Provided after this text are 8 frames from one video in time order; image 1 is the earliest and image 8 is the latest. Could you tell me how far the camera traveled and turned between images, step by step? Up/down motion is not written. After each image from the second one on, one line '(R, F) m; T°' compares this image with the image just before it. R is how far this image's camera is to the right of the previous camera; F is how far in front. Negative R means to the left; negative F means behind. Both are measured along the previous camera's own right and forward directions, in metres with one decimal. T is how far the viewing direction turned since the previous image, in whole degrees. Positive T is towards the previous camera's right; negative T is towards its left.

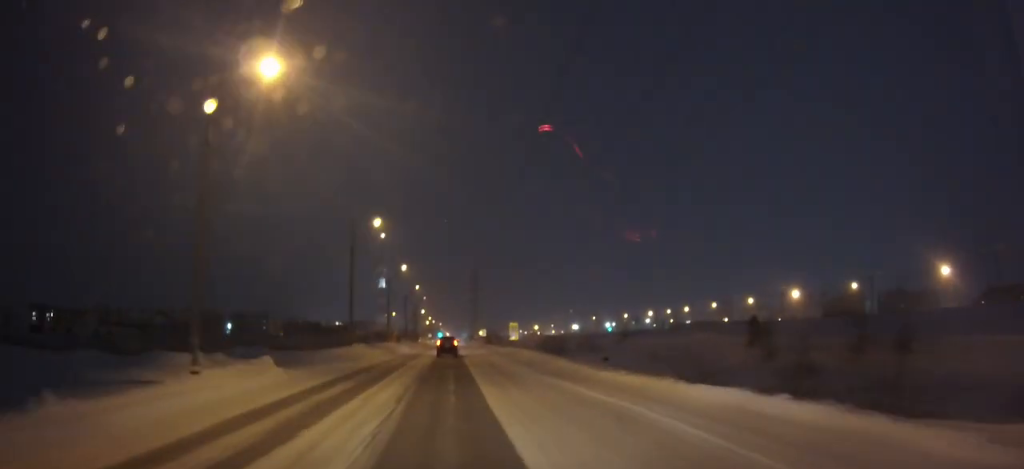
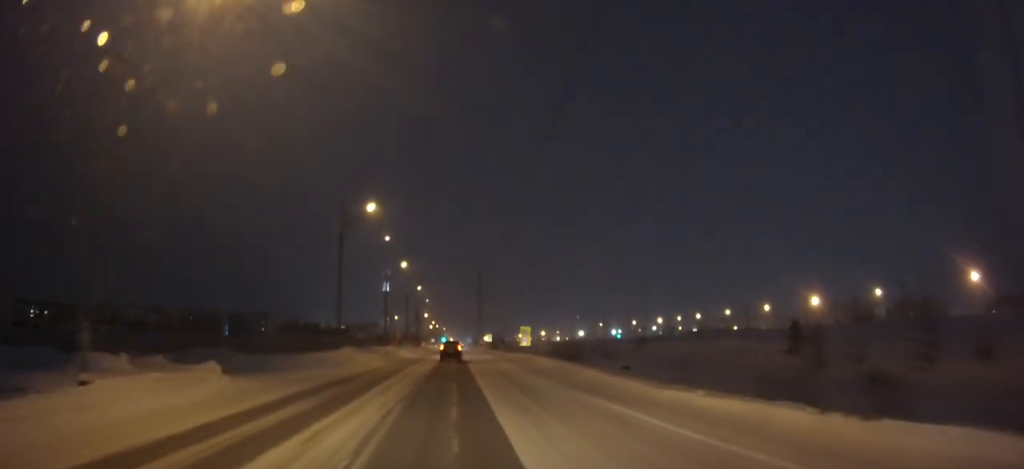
(0.0, +7.3) m; 0°
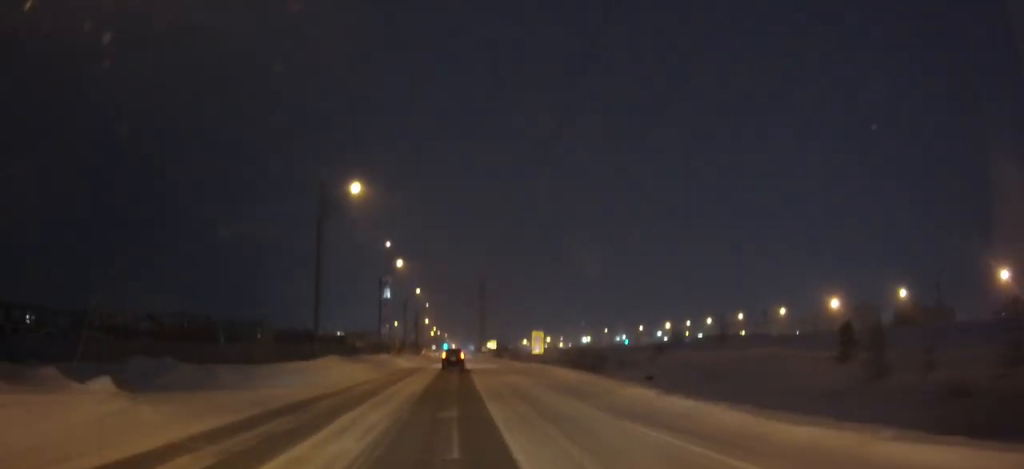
(0.0, +7.8) m; 0°
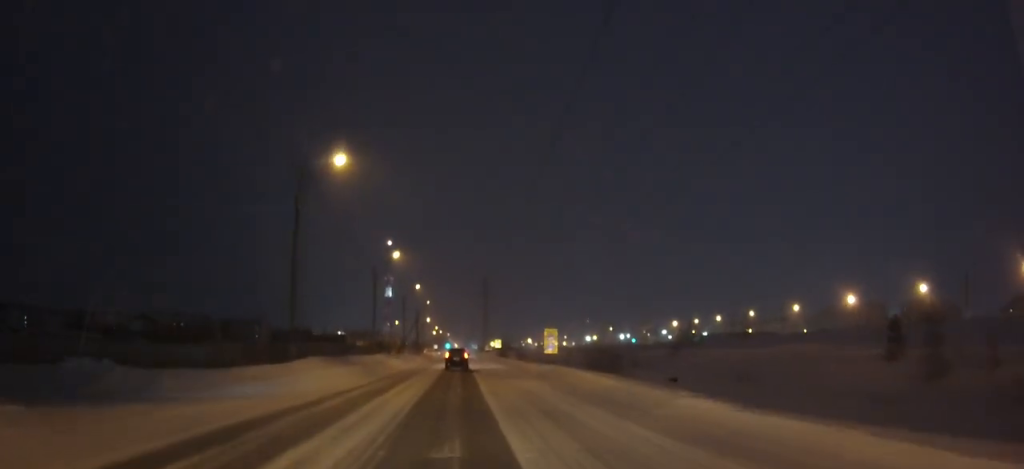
(0.0, +5.8) m; 0°
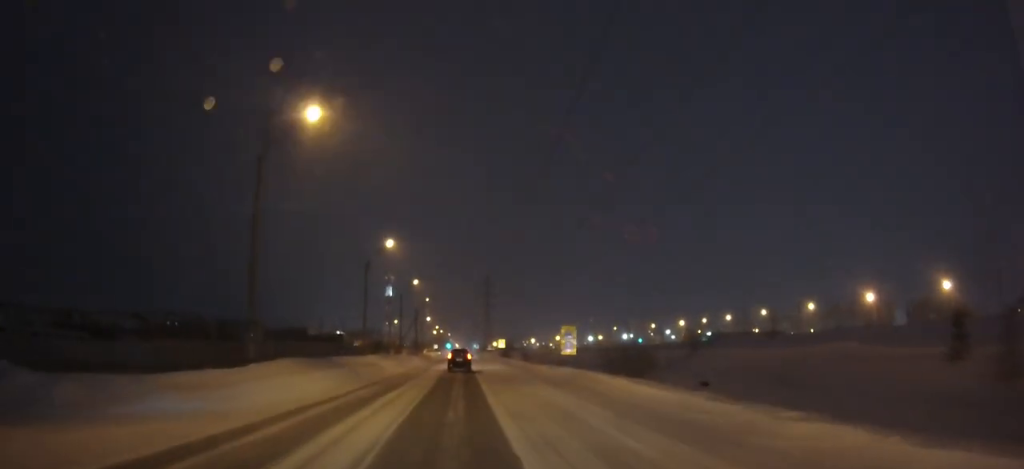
(0.0, +6.7) m; 0°
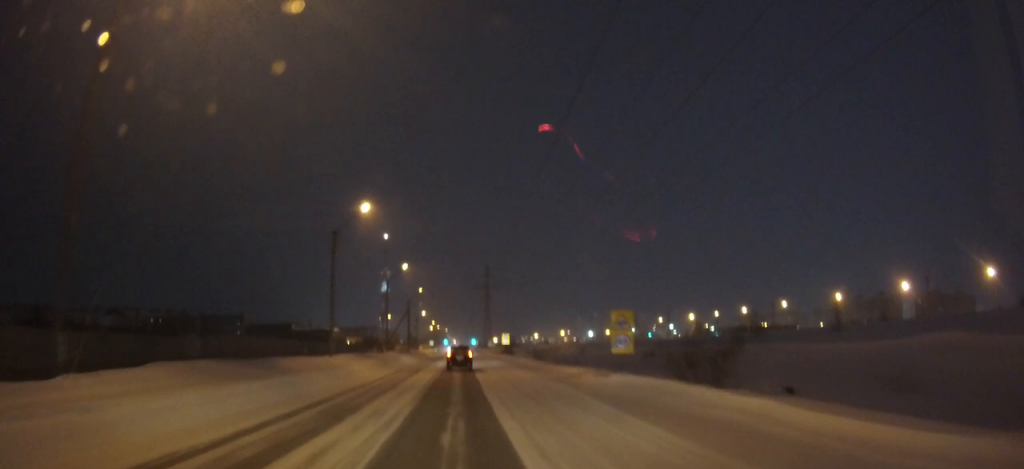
(0.0, +12.8) m; 0°
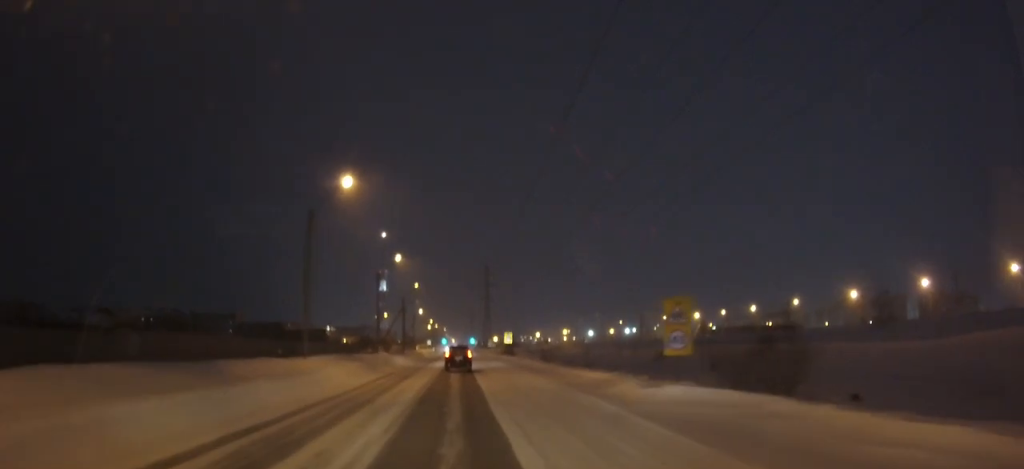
(0.0, +6.6) m; 0°
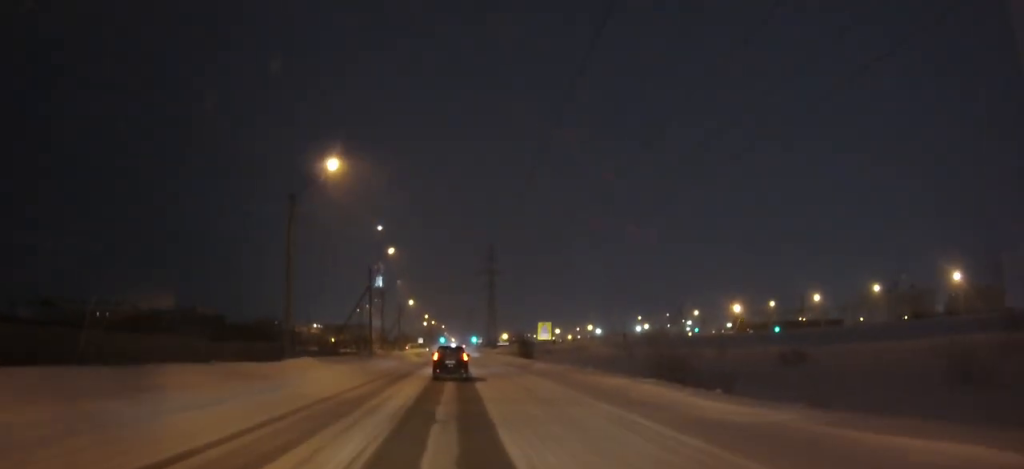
(-0.3, +33.2) m; -1°
